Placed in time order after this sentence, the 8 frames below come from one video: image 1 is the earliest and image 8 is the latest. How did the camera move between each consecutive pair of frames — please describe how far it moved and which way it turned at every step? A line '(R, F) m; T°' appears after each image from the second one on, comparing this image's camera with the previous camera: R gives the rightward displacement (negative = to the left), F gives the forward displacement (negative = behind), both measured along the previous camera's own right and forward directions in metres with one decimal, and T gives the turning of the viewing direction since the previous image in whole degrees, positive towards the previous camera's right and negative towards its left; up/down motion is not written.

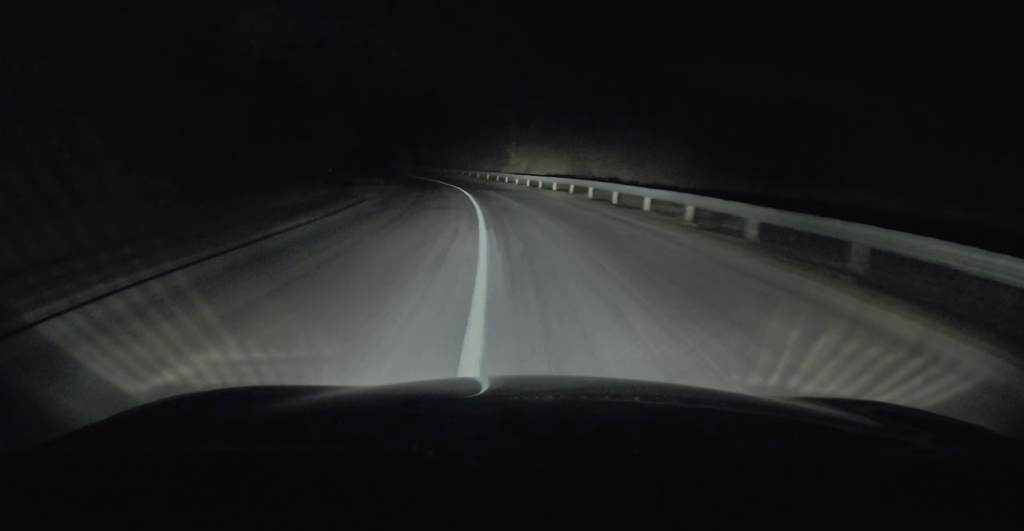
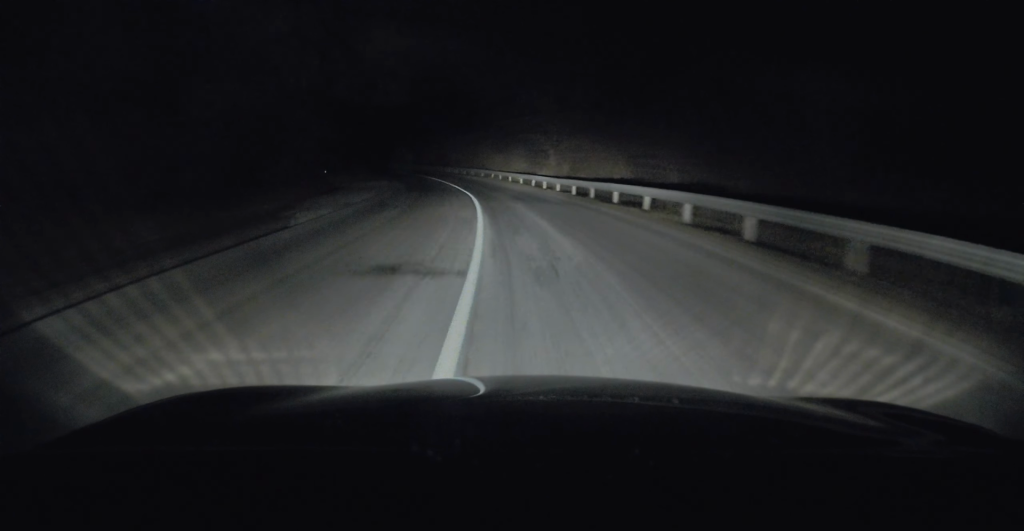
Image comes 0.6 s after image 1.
(-0.4, +11.2) m; -4°
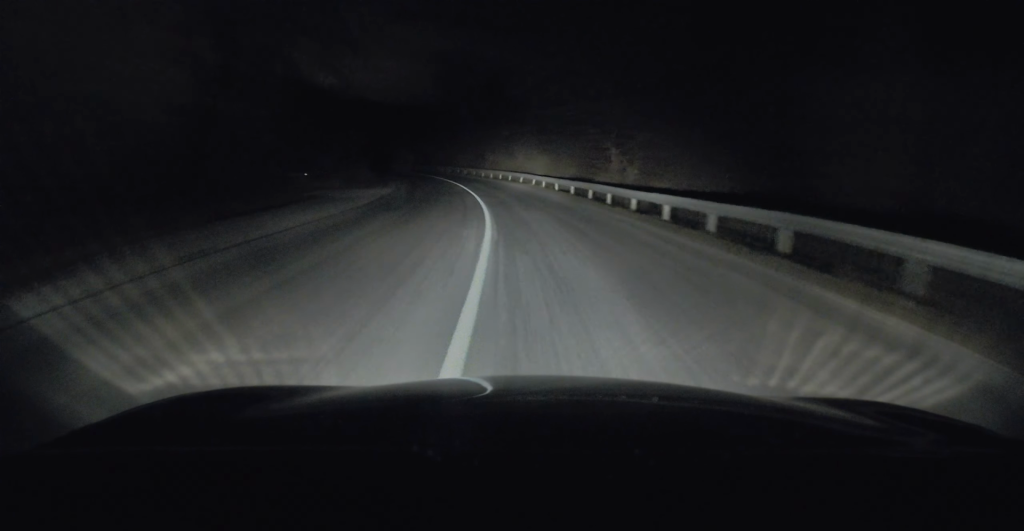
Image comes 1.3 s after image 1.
(-0.3, +12.4) m; -4°
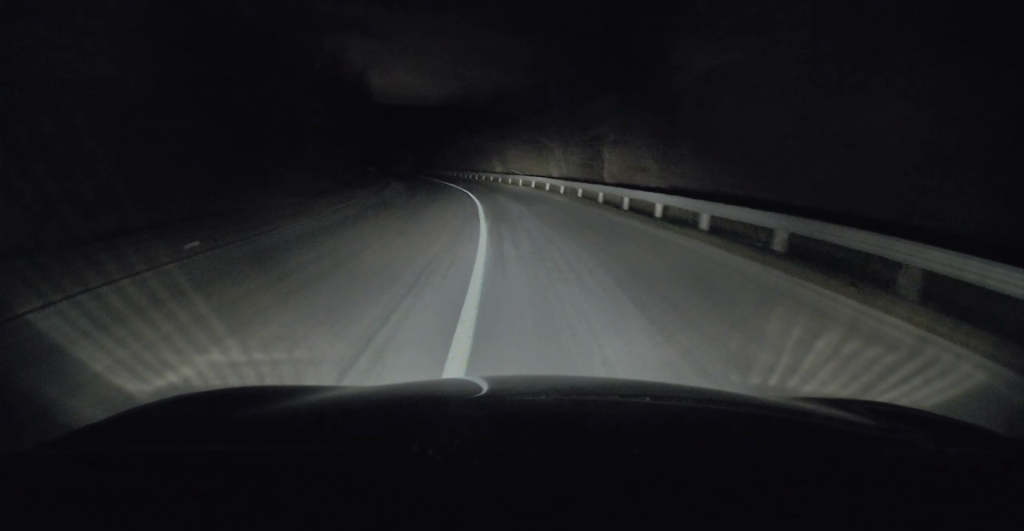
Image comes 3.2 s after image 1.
(-3.0, +37.0) m; -9°
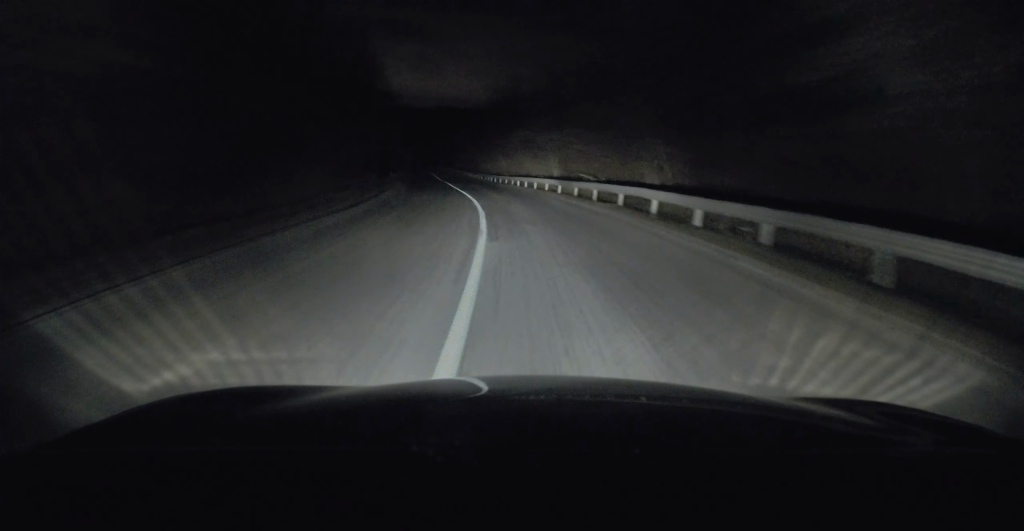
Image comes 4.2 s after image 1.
(-0.9, +18.7) m; -4°
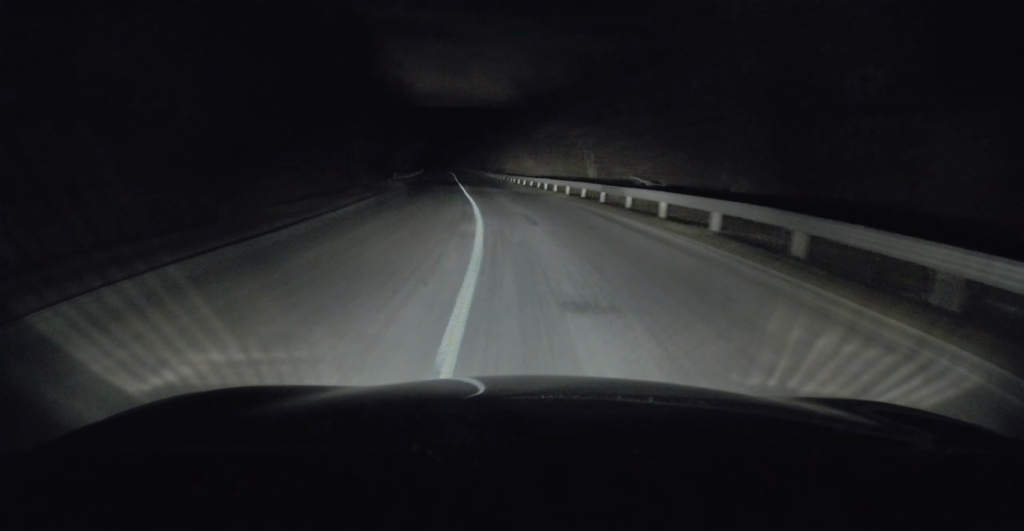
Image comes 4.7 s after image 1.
(-0.1, +9.0) m; -2°
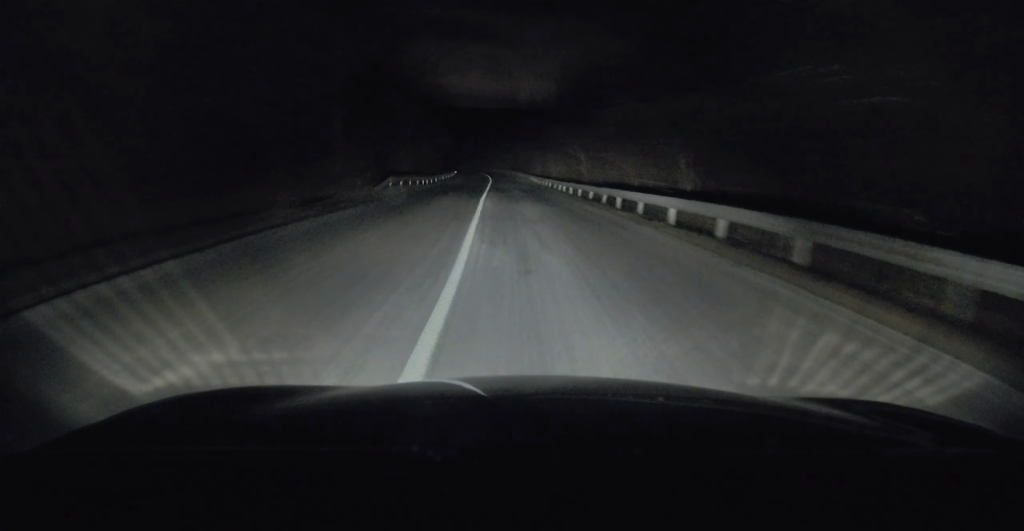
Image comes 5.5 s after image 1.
(-0.5, +15.5) m; -3°
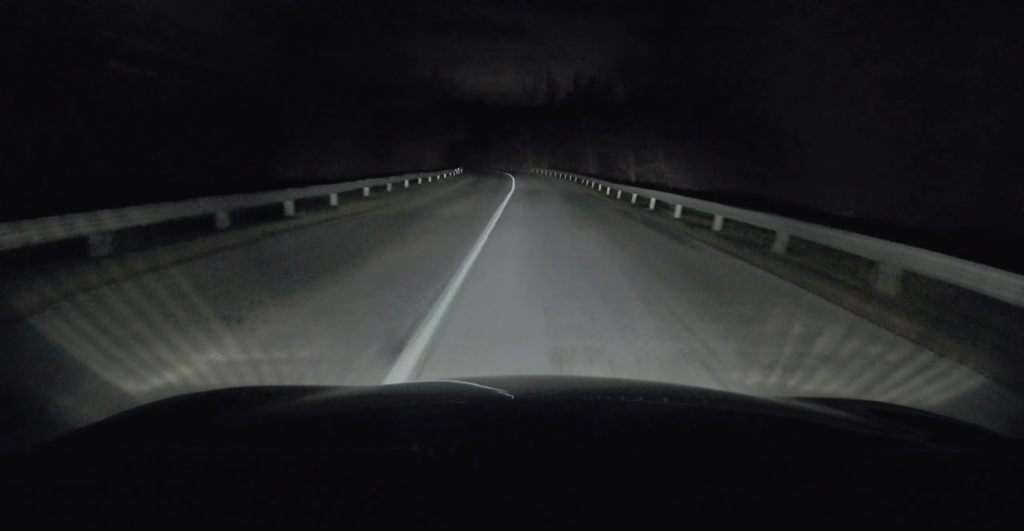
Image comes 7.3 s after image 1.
(-1.1, +36.5) m; -2°
